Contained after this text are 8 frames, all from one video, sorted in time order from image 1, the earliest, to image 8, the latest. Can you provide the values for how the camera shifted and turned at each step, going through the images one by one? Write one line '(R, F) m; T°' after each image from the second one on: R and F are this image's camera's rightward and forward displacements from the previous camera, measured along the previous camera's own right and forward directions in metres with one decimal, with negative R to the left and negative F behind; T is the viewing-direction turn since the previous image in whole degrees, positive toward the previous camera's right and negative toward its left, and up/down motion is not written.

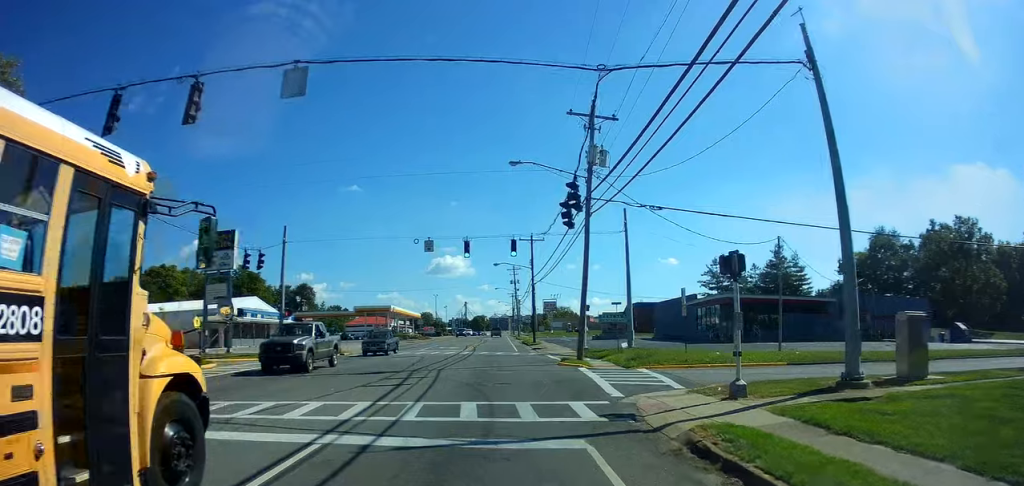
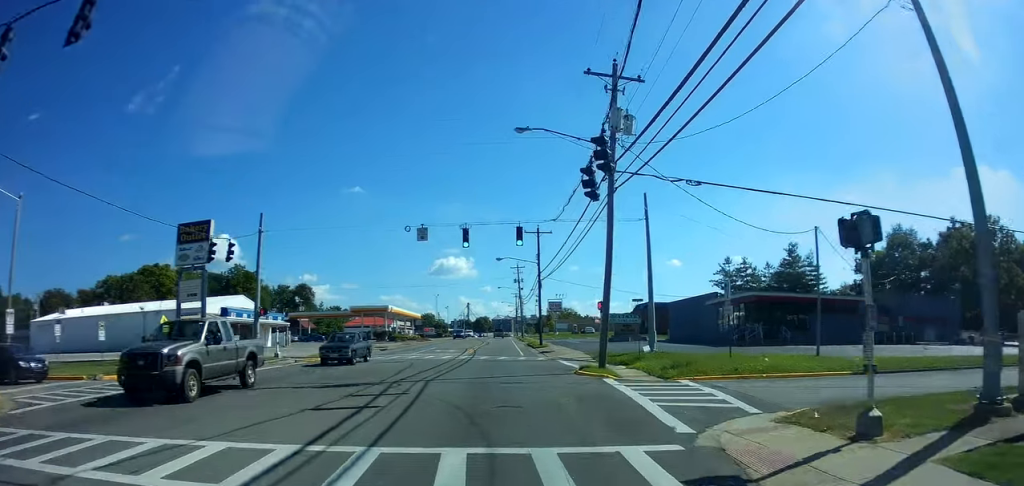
(+0.2, +4.8) m; 0°
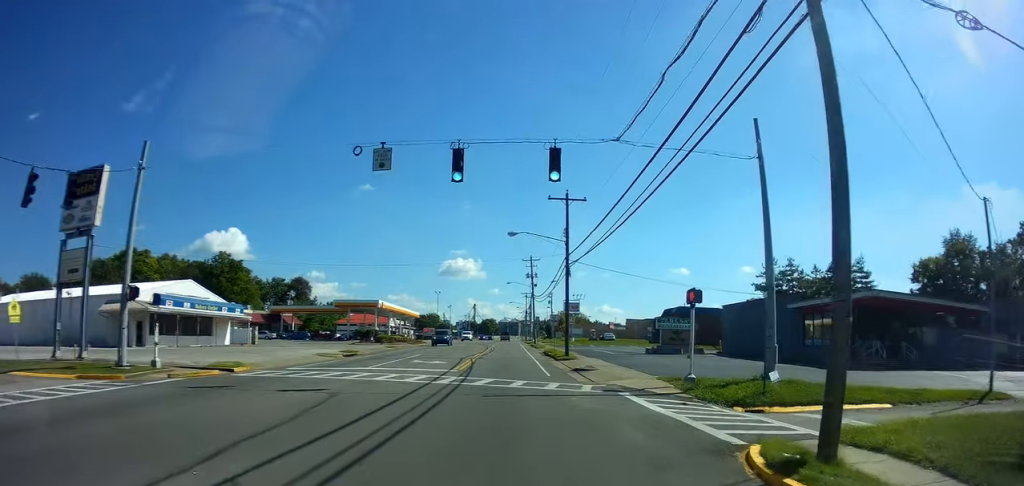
(-0.8, +14.1) m; -3°
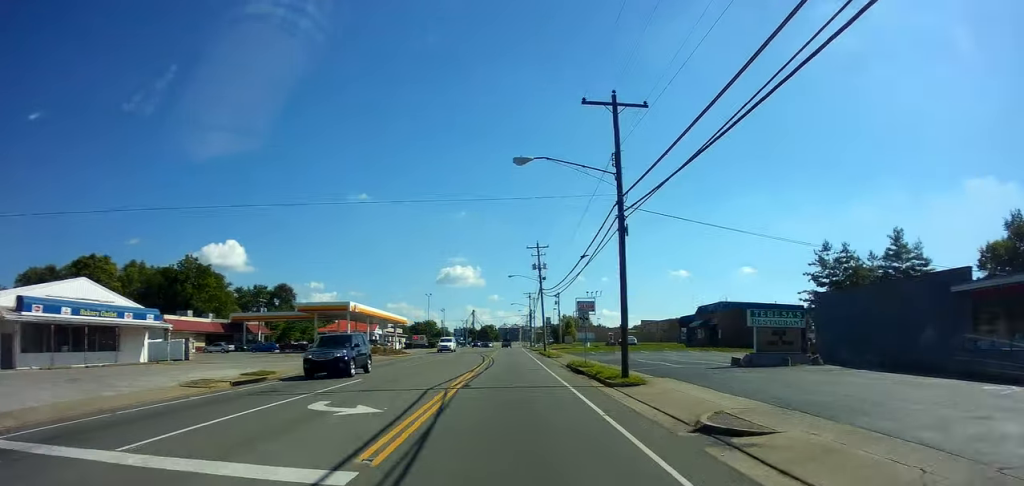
(+0.7, +16.1) m; +2°
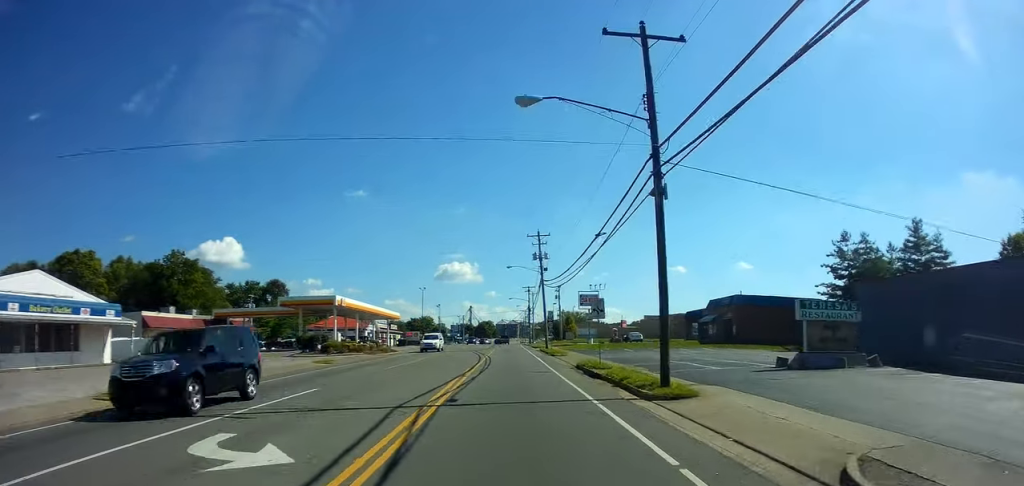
(-0.1, +5.0) m; 0°
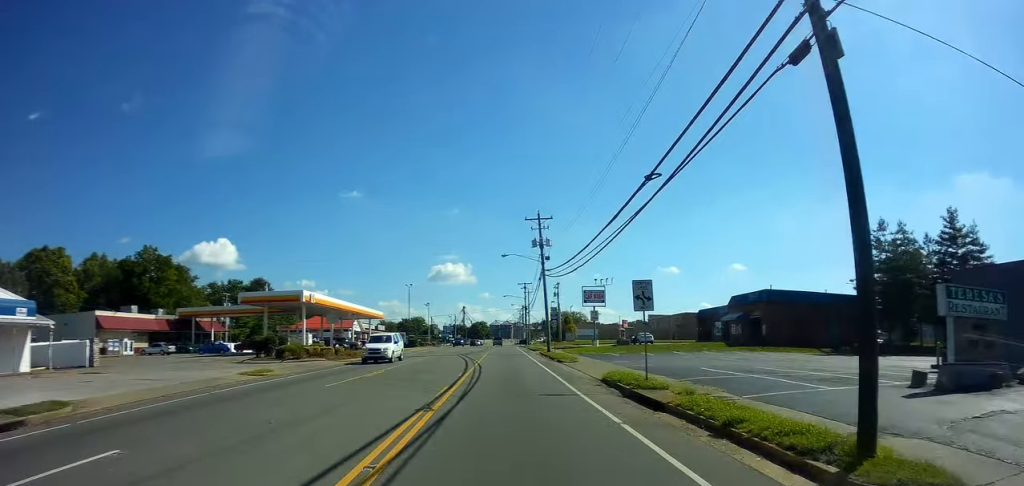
(+0.2, +9.1) m; +1°
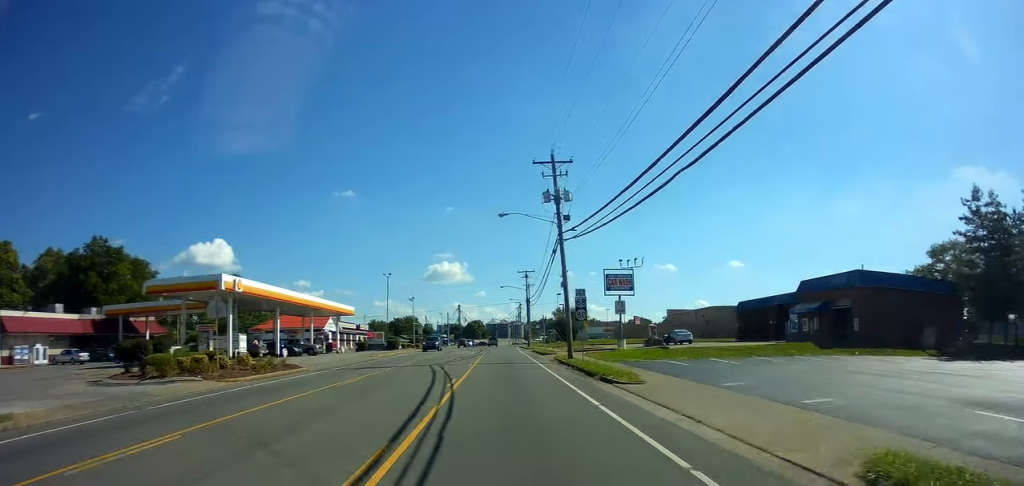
(0.0, +16.5) m; -2°
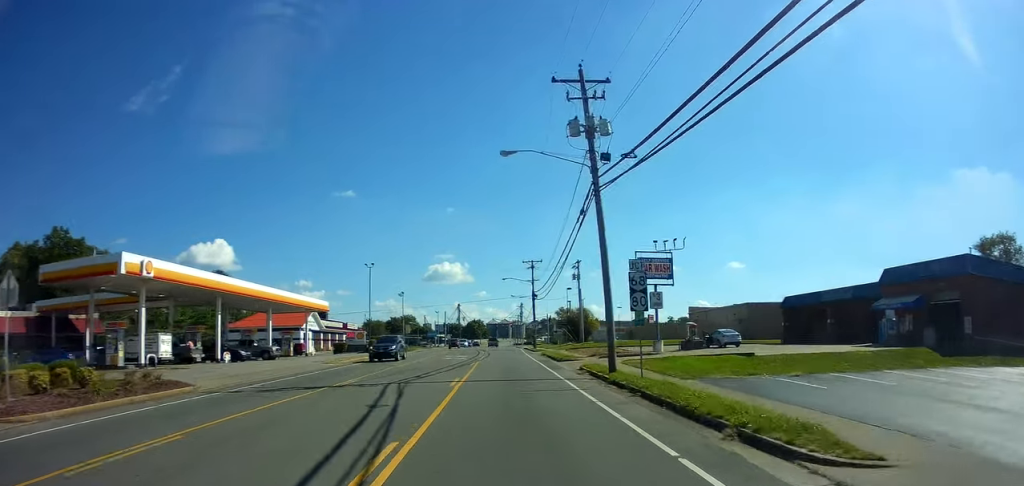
(-0.4, +12.1) m; 0°
